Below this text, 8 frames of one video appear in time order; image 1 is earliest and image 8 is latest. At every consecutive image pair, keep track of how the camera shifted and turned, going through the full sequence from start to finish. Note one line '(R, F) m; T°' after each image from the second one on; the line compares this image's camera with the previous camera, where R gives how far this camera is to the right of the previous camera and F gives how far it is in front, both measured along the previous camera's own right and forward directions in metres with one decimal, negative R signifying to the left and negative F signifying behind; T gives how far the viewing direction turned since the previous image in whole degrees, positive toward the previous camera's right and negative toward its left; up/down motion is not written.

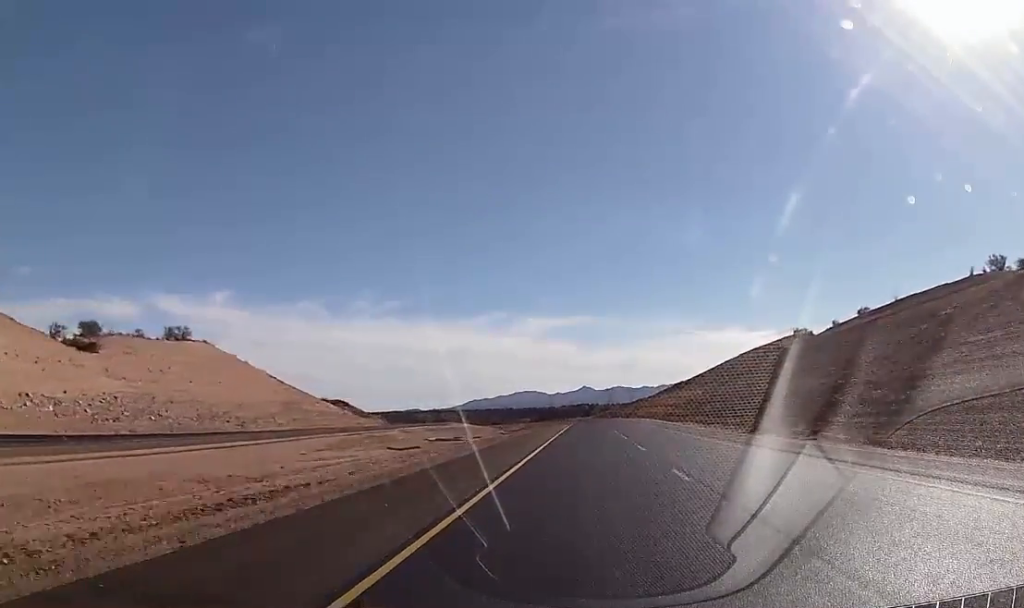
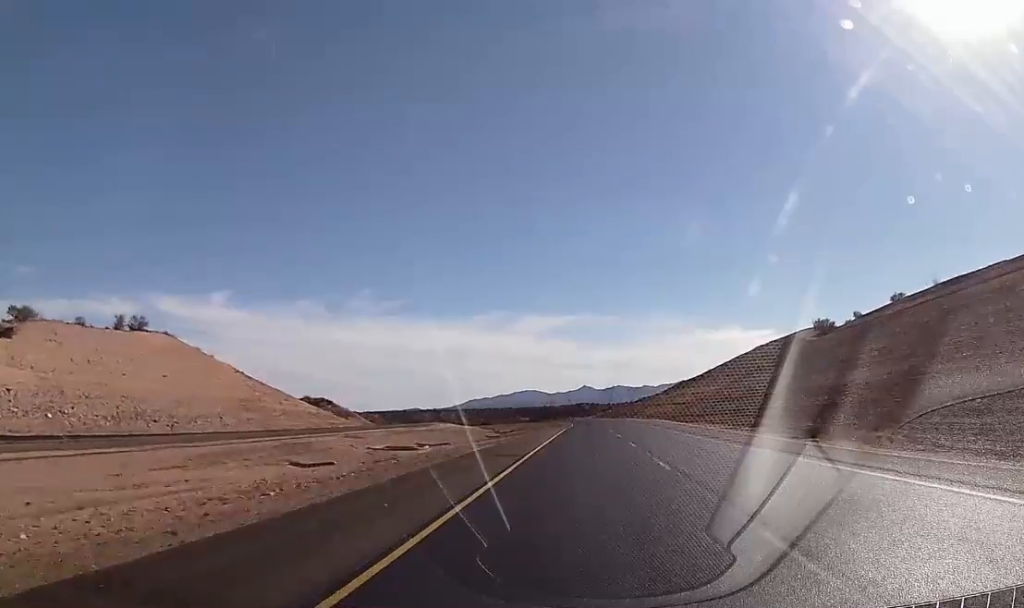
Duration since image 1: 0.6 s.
(-0.3, +21.4) m; 0°
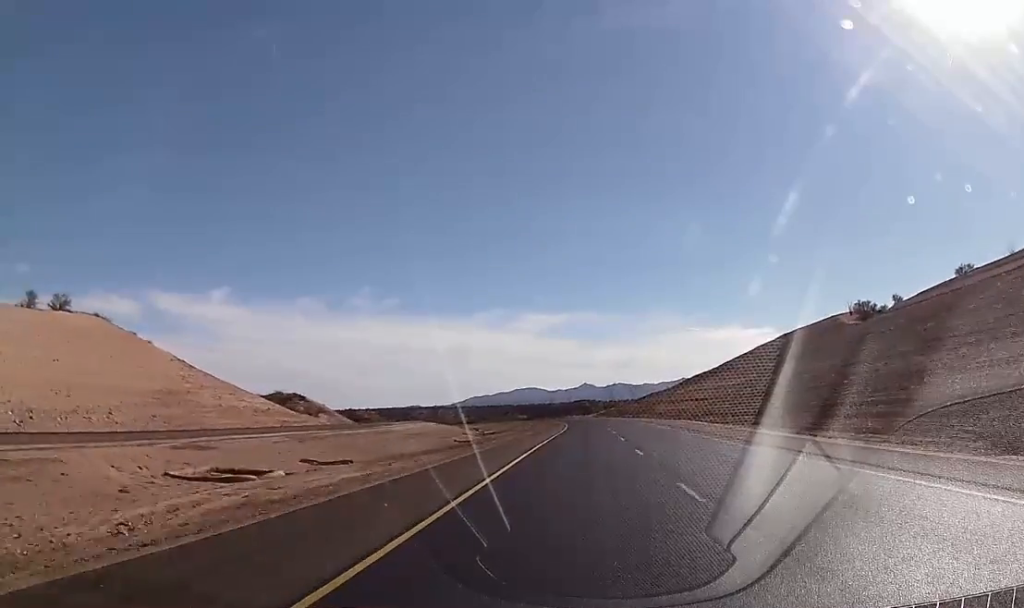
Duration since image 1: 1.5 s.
(-0.1, +30.9) m; 0°
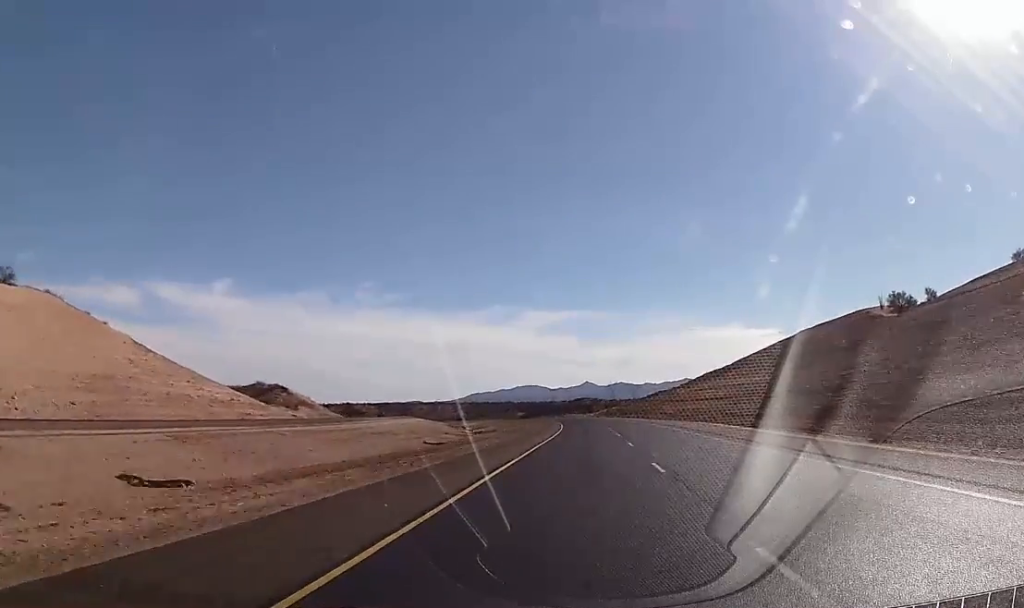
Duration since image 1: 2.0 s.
(+0.4, +19.1) m; 0°
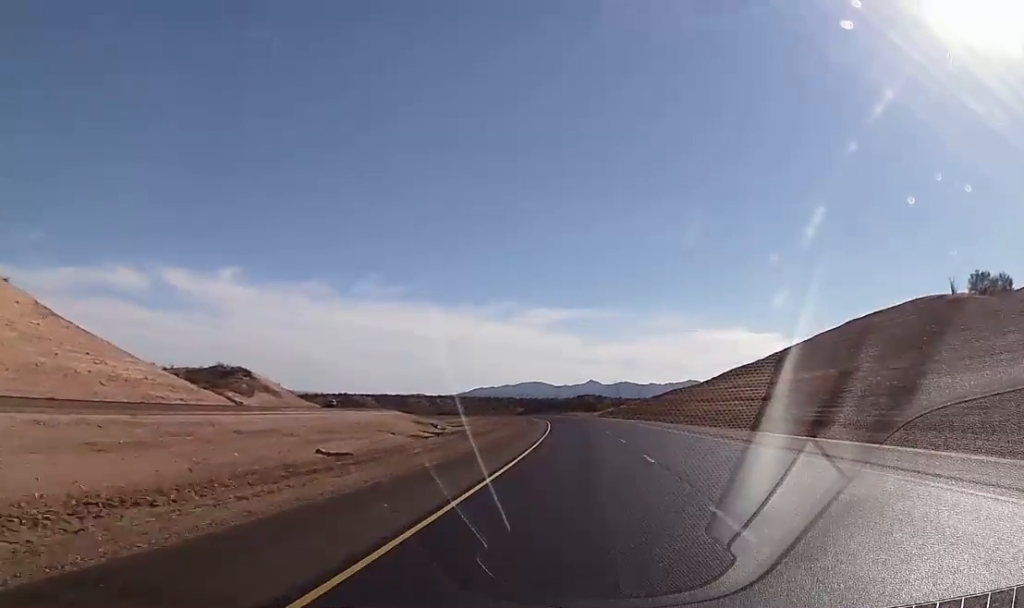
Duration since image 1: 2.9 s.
(-0.3, +33.4) m; -1°
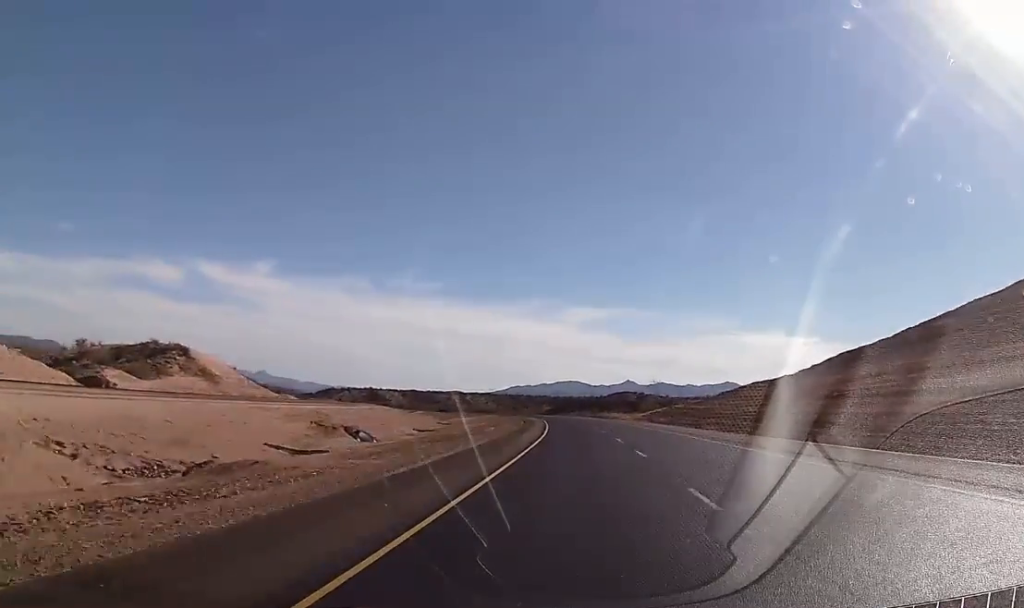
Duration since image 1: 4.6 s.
(-0.6, +58.5) m; -2°
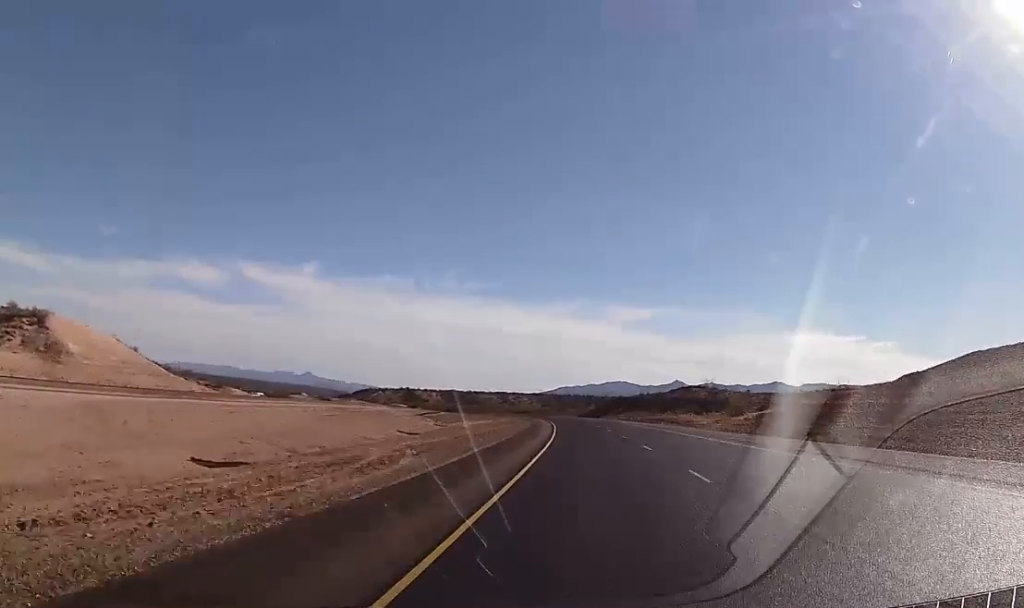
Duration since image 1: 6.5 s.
(-1.4, +68.9) m; -2°
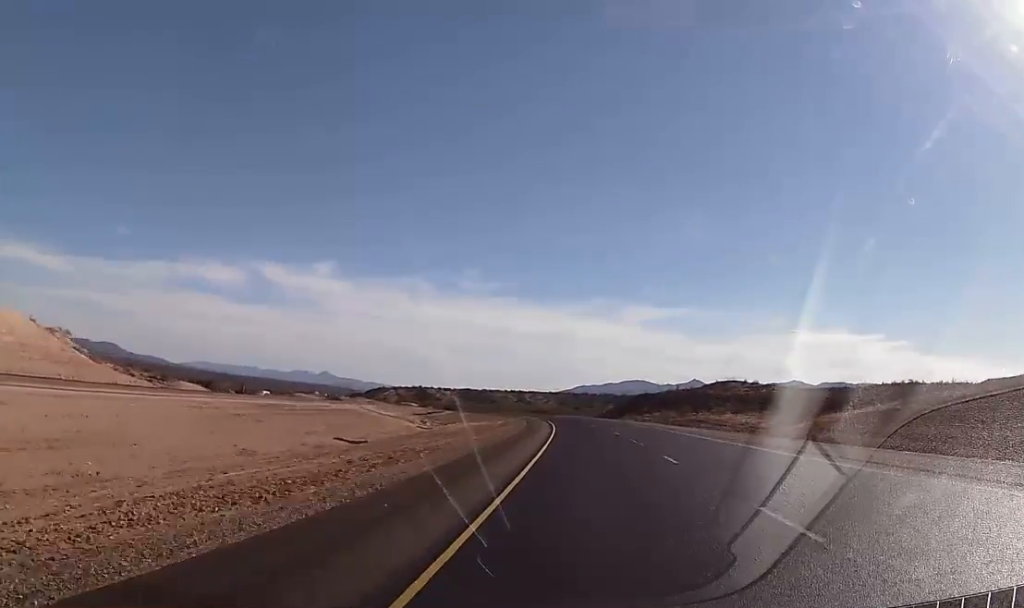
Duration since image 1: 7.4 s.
(-0.3, +30.7) m; -2°
